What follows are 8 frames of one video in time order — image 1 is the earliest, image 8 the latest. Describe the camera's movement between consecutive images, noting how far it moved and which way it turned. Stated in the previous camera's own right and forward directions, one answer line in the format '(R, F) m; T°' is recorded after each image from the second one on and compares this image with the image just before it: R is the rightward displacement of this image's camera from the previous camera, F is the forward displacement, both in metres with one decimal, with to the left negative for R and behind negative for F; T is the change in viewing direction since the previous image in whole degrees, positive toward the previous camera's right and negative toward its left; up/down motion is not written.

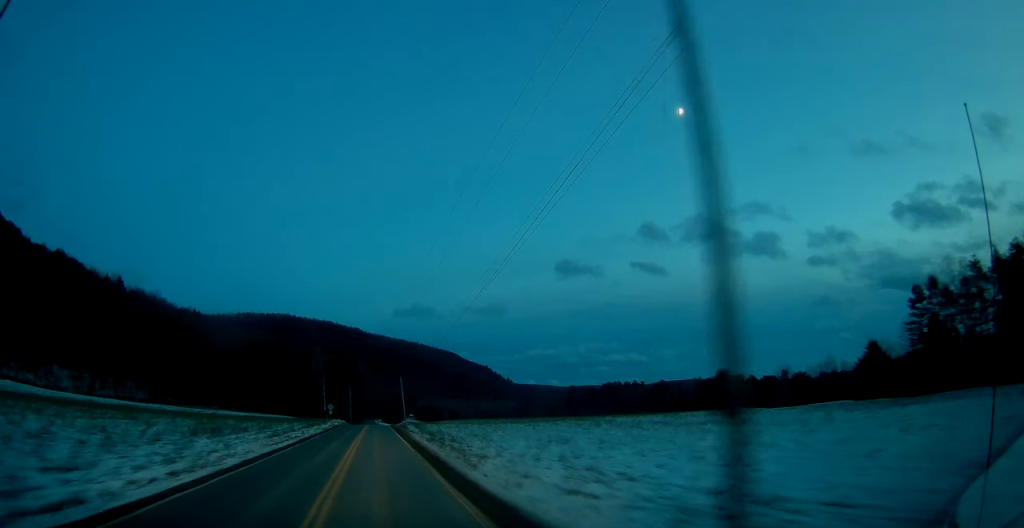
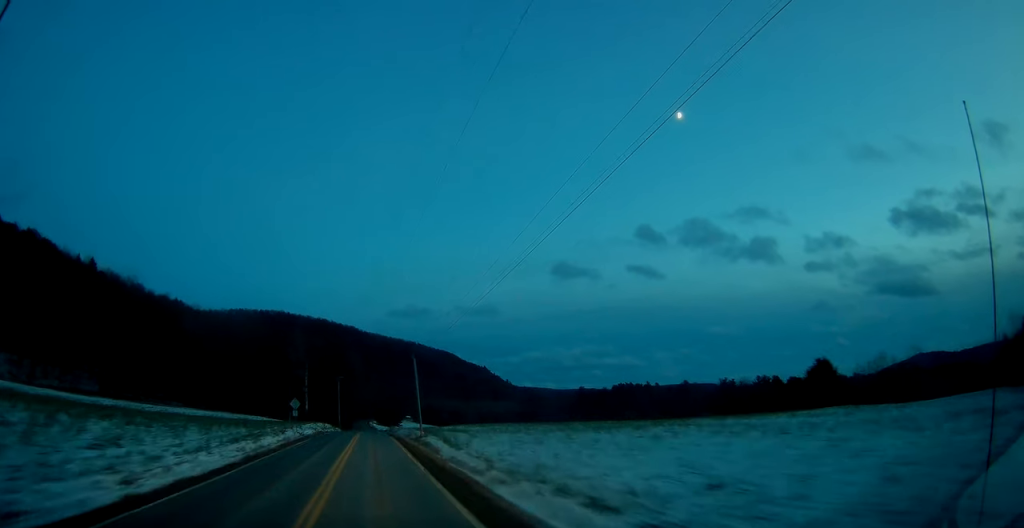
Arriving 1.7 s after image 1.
(+0.8, +34.5) m; +2°
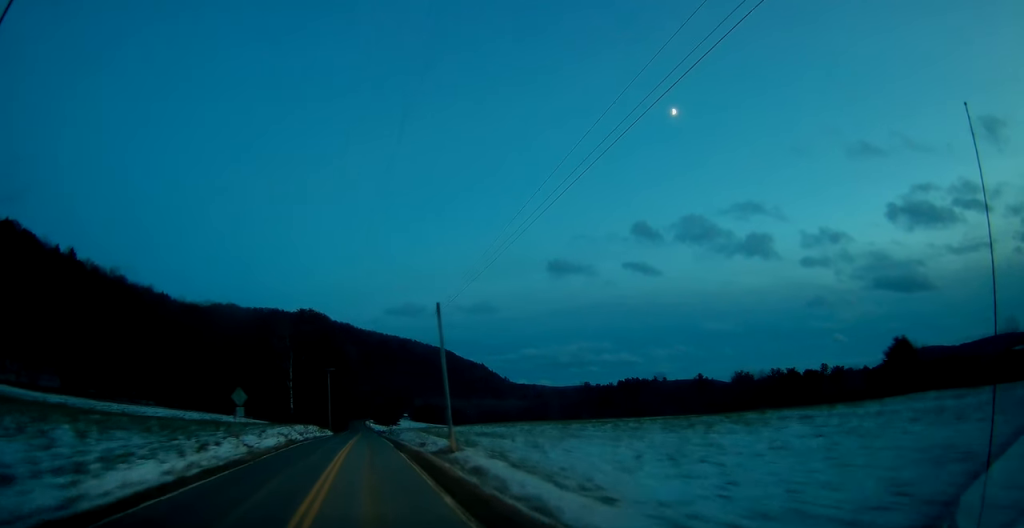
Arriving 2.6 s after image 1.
(+0.1, +20.3) m; -1°
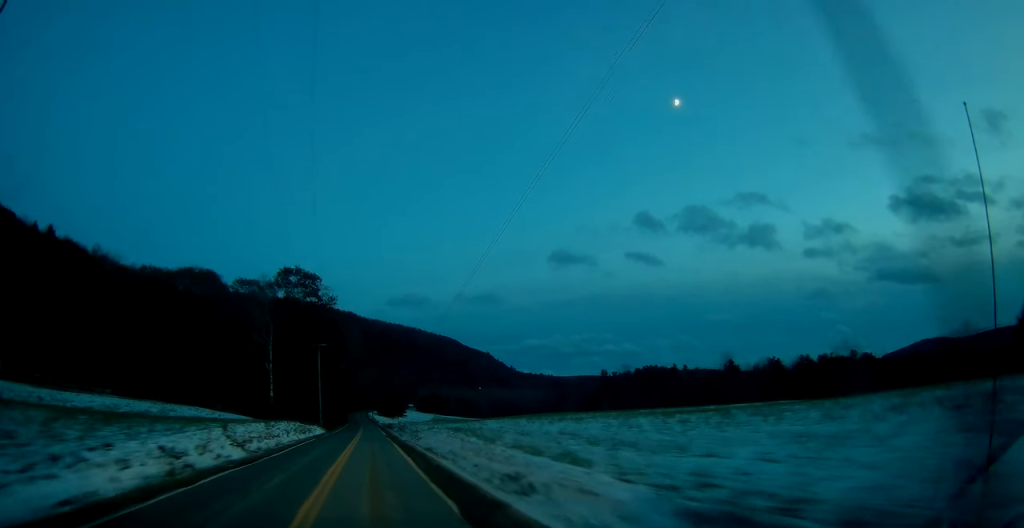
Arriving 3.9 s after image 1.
(-0.4, +26.9) m; -1°
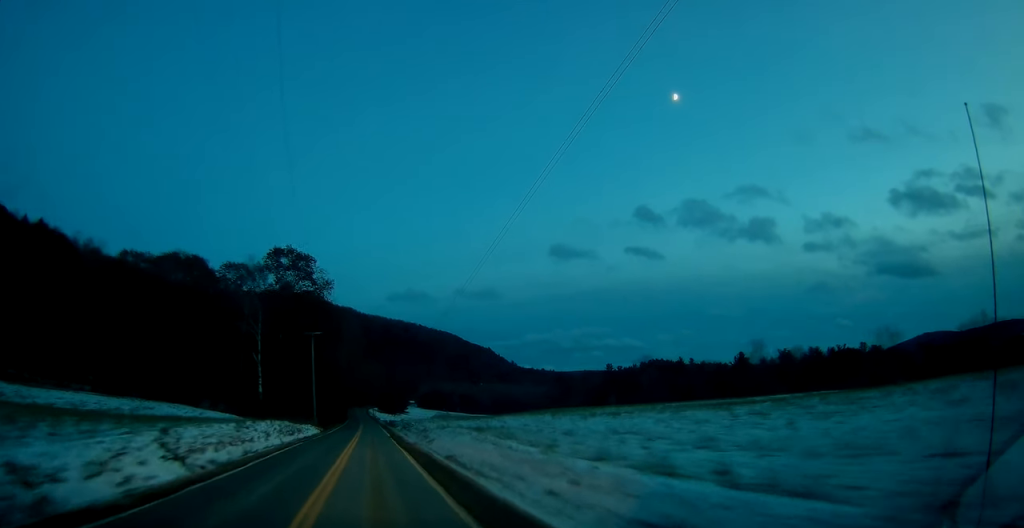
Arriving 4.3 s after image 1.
(0.0, +9.3) m; 0°
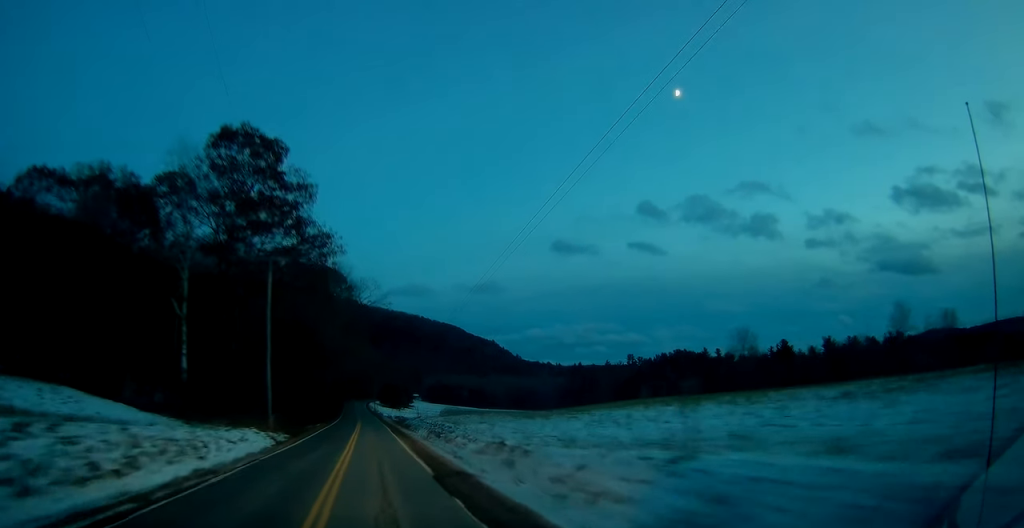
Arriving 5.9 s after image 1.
(+0.5, +33.7) m; +1°
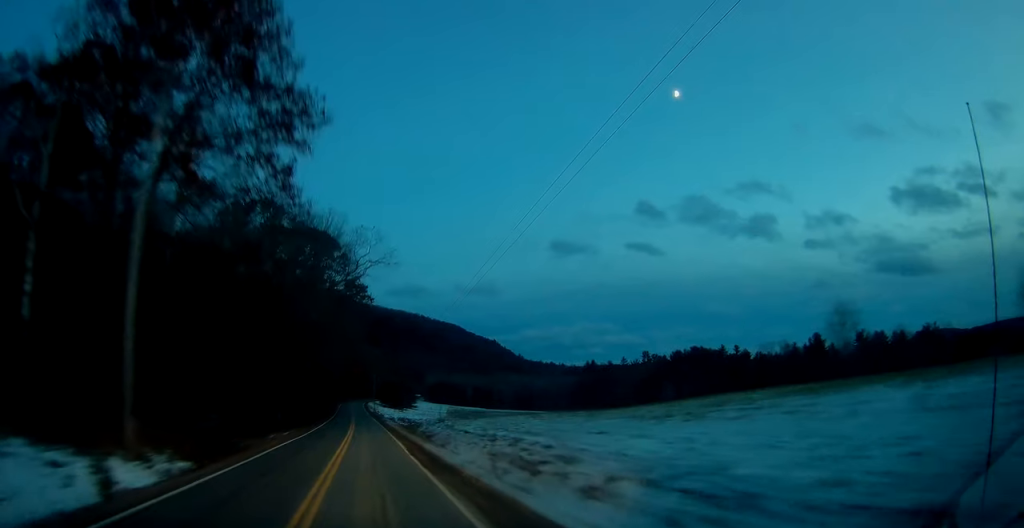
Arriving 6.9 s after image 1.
(-0.2, +24.1) m; -1°
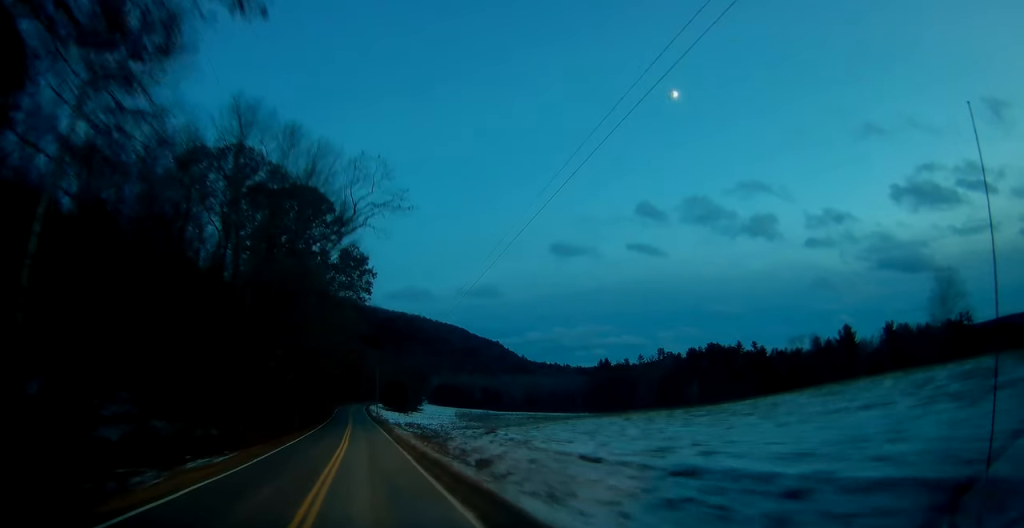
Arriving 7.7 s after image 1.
(-0.4, +18.4) m; 0°
